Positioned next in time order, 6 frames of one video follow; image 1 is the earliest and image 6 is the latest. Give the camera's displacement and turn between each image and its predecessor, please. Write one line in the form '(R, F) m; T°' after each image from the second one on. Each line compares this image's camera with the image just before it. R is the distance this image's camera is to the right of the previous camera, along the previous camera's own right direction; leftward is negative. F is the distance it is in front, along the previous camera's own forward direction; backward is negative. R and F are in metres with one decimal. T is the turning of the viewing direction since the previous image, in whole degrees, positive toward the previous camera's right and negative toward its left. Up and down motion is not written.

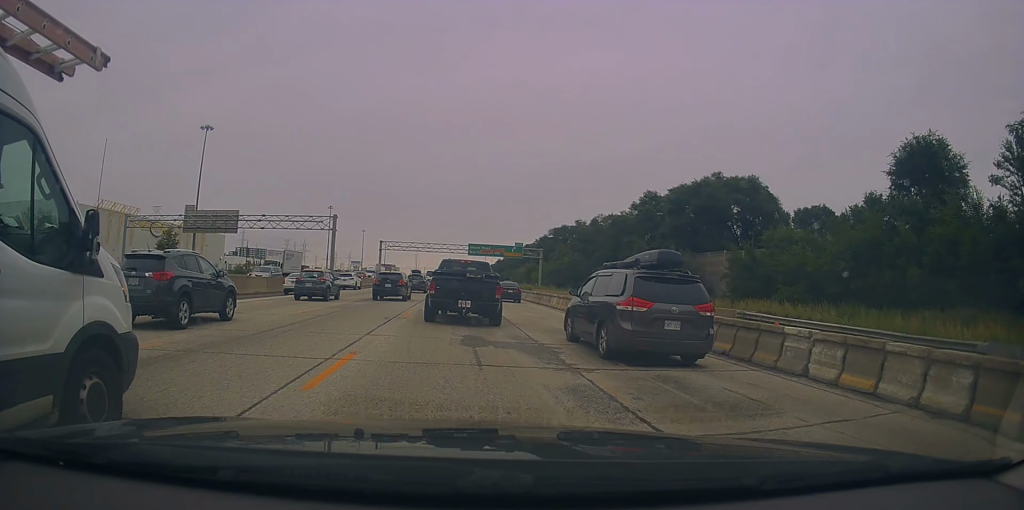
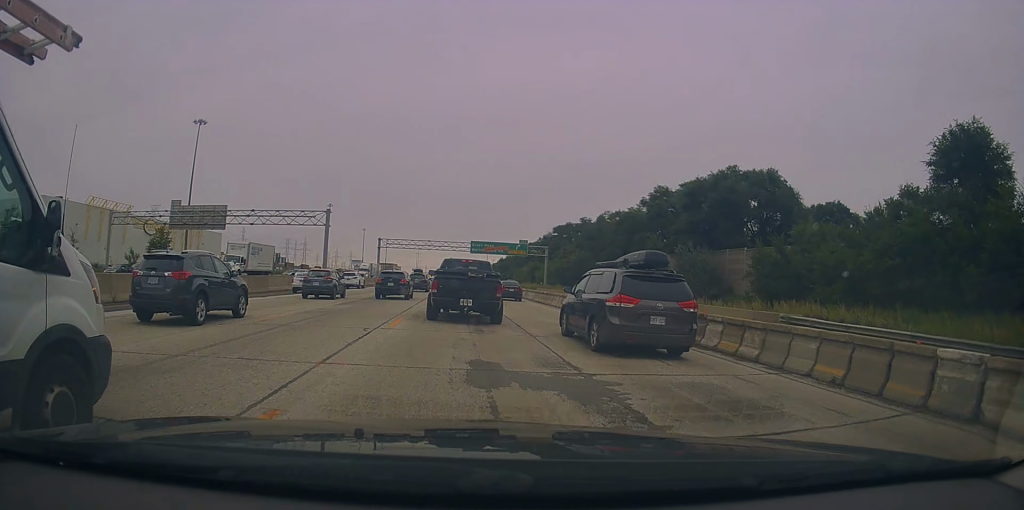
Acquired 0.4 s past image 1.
(+0.3, +4.2) m; 0°
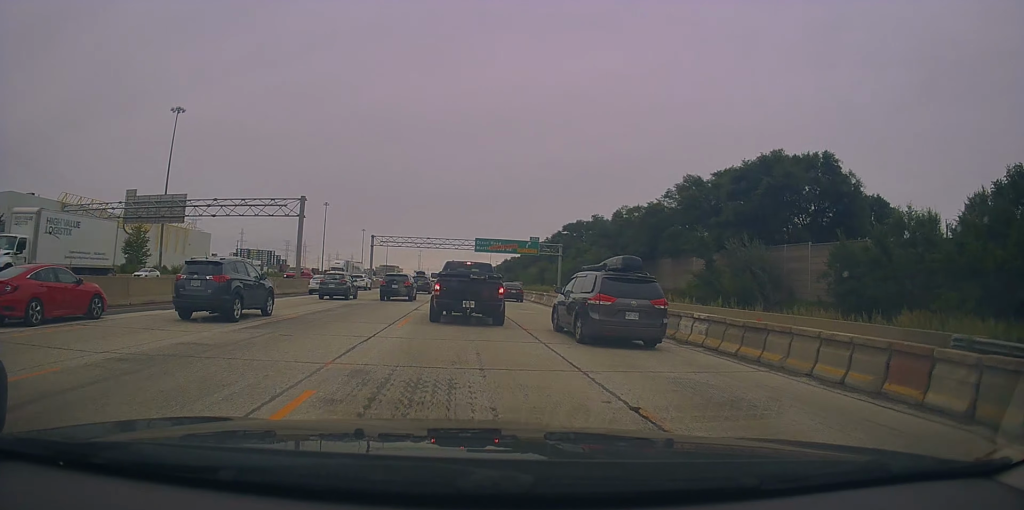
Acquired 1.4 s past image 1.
(-0.7, +10.8) m; -2°
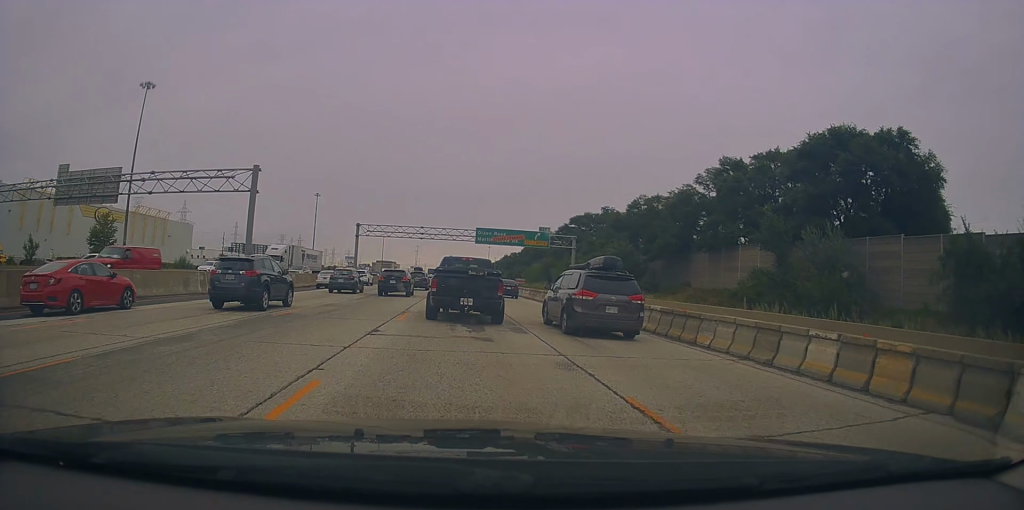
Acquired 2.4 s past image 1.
(+0.4, +11.4) m; +3°
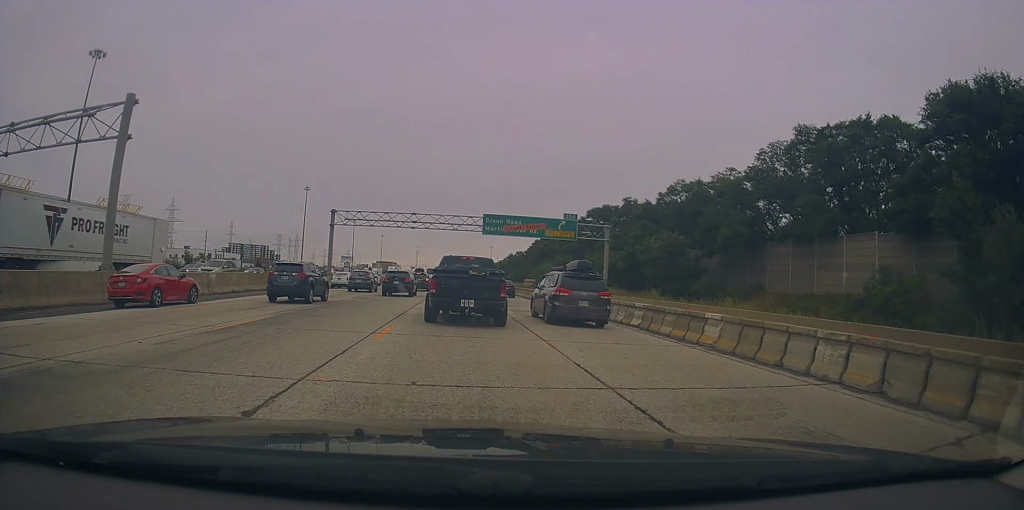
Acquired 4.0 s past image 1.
(-0.2, +16.7) m; -2°
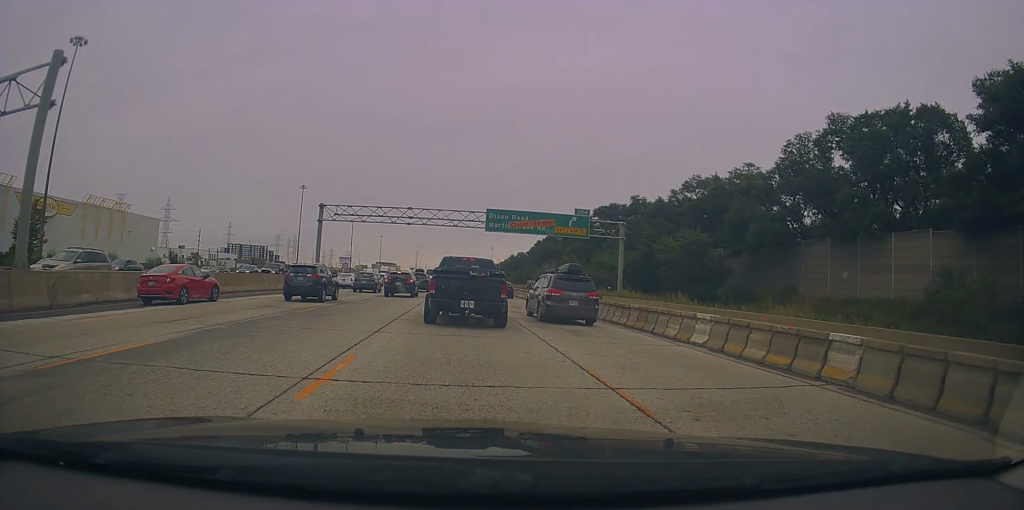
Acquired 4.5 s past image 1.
(-0.1, +5.6) m; -1°
